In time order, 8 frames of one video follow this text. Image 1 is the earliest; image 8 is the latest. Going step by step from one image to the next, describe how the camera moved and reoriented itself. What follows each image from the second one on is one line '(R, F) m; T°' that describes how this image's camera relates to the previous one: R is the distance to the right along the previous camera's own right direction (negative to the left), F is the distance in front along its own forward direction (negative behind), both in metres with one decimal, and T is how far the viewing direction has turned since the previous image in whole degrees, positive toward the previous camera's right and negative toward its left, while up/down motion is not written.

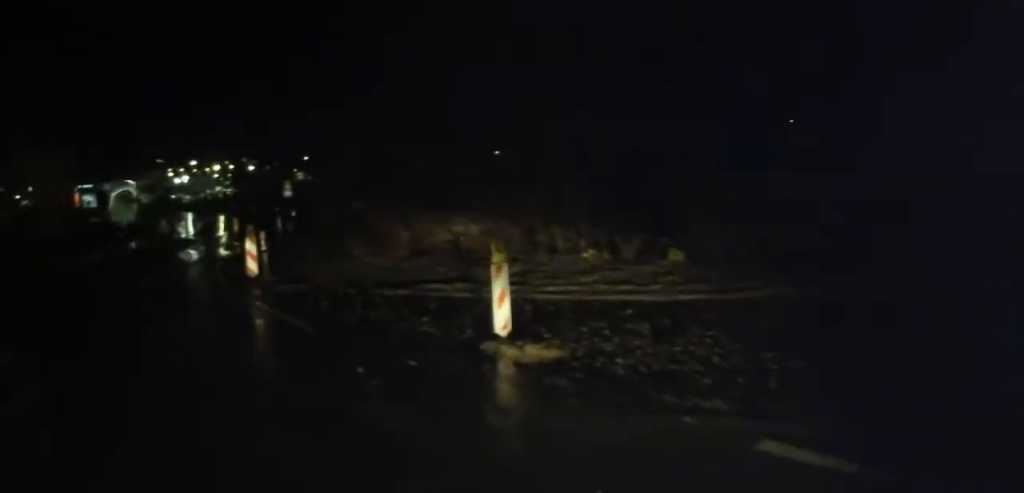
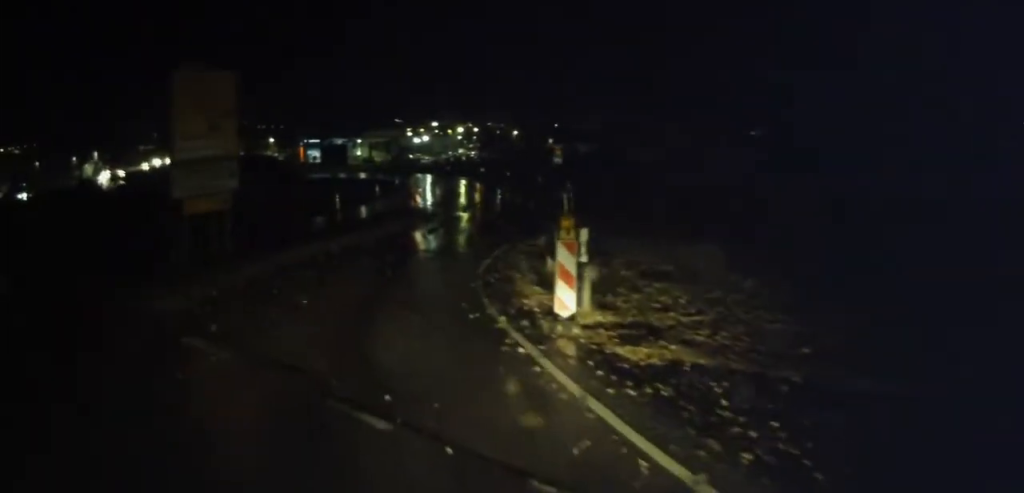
(-1.7, +8.0) m; -32°
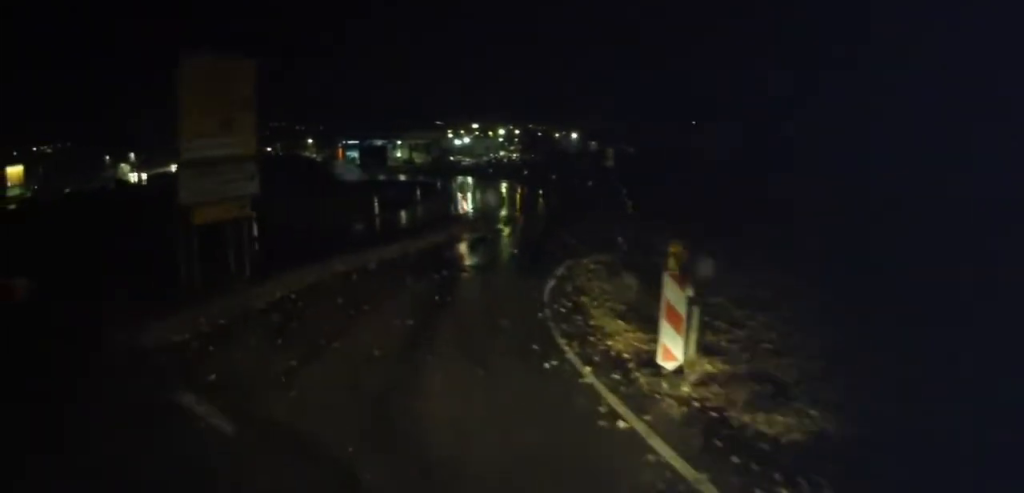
(-0.4, +2.1) m; -7°
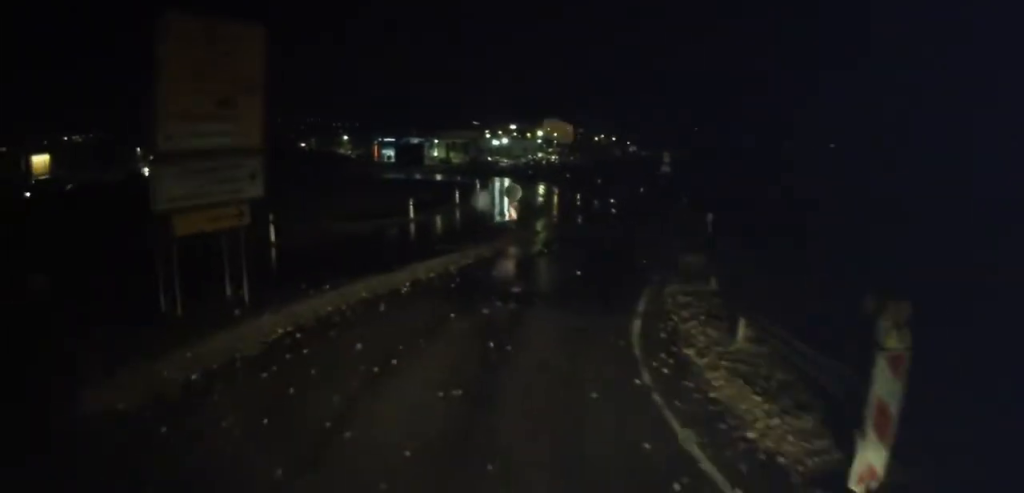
(-0.5, +2.8) m; -8°
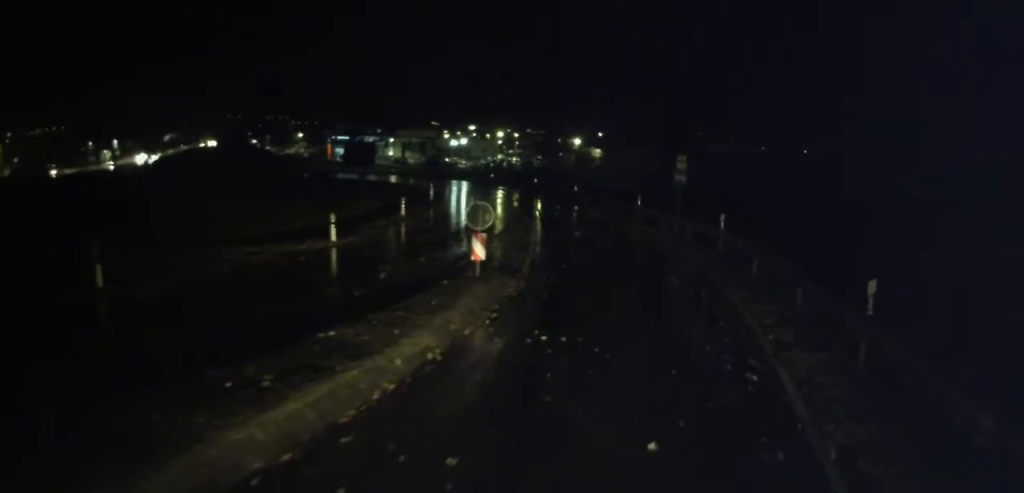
(+0.3, +8.8) m; +7°
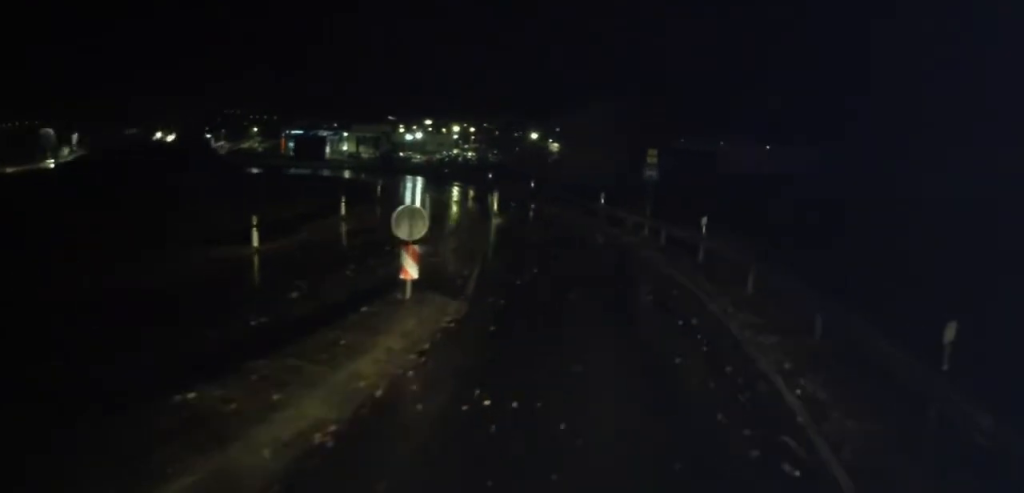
(+0.1, +2.9) m; +3°
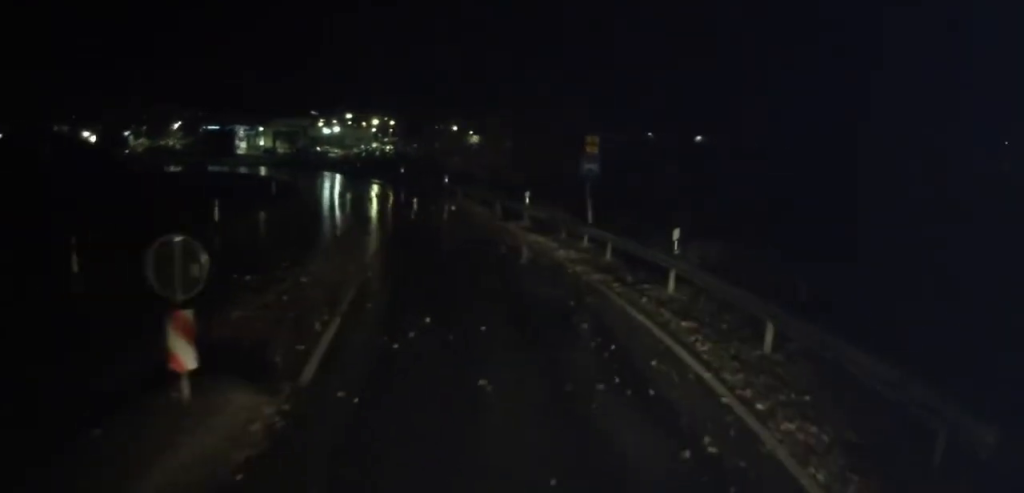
(+0.1, +5.1) m; +6°
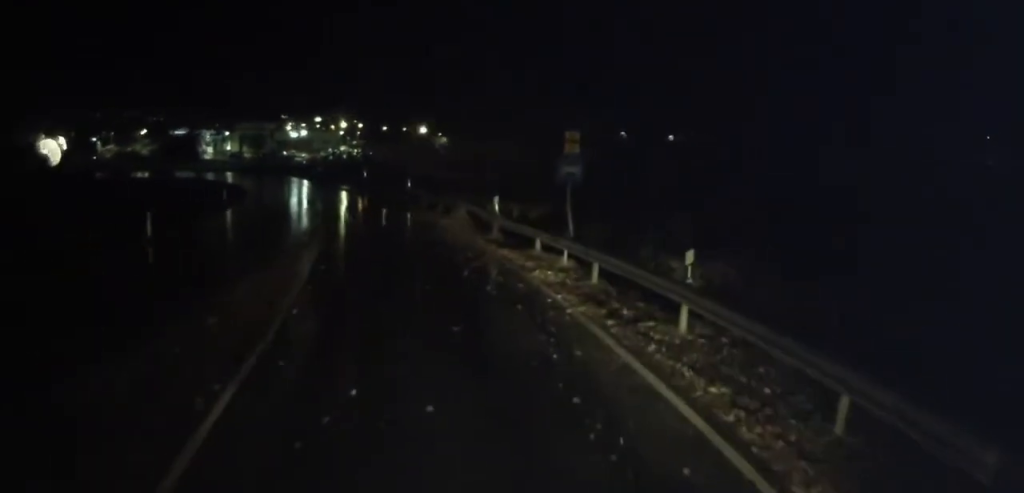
(+0.2, +2.8) m; +3°
